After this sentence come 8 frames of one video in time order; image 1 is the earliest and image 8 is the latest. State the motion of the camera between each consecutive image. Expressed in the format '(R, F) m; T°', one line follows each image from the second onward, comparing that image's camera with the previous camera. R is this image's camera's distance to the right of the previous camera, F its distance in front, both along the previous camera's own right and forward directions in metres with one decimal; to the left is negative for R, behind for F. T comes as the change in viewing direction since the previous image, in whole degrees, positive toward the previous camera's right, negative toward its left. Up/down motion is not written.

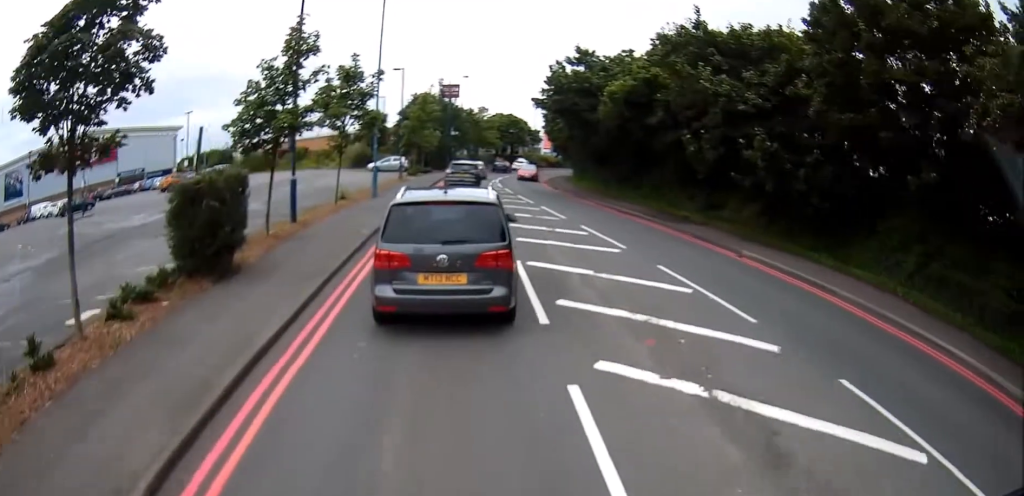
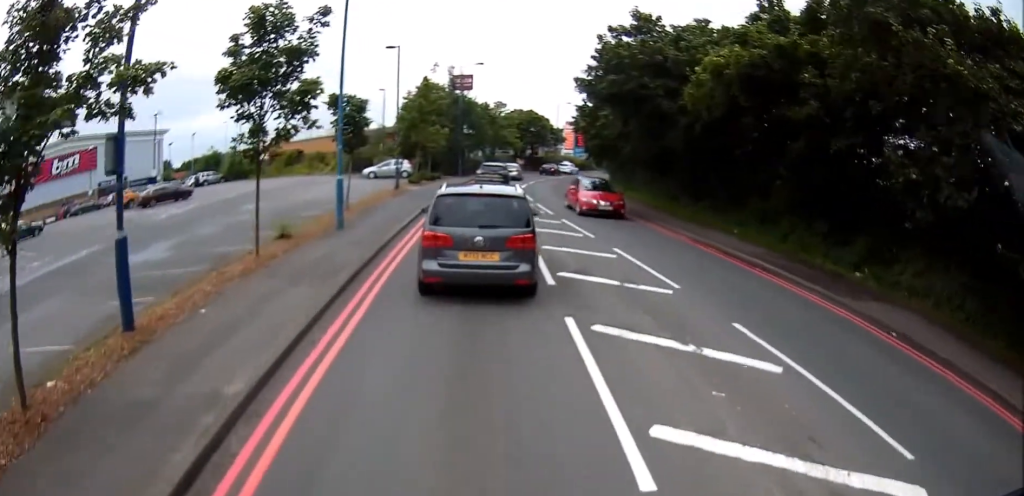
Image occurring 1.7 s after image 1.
(0.0, +10.2) m; 0°
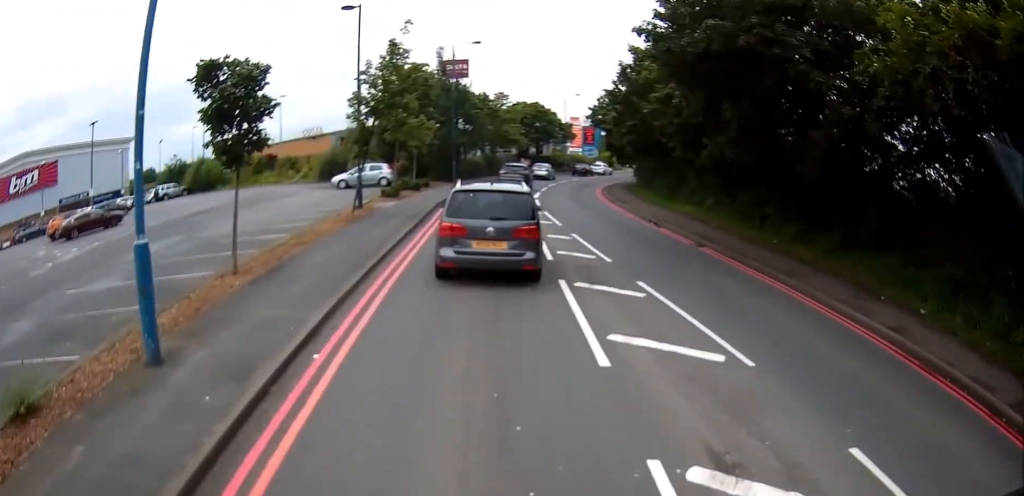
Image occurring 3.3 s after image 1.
(0.0, +9.9) m; -2°
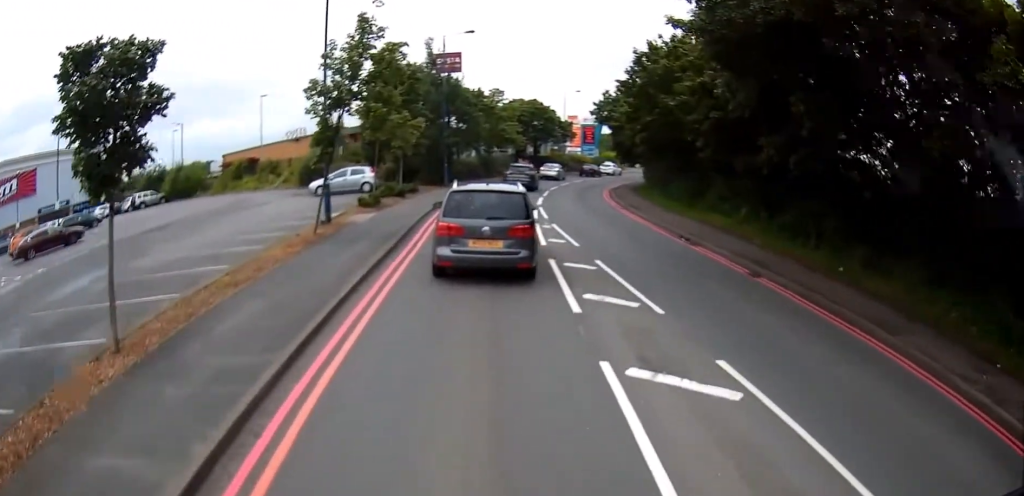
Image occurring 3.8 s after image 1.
(-0.1, +3.9) m; -1°
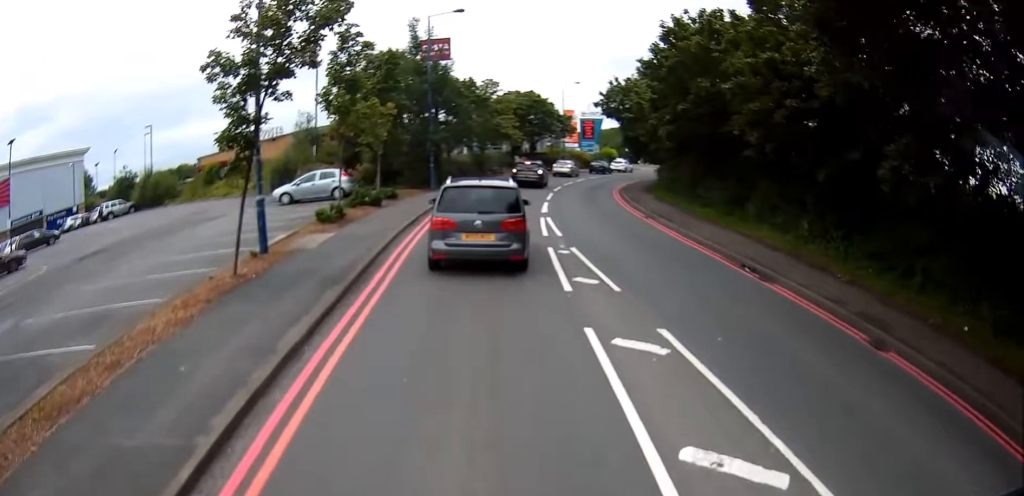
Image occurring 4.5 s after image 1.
(-0.2, +4.9) m; 0°
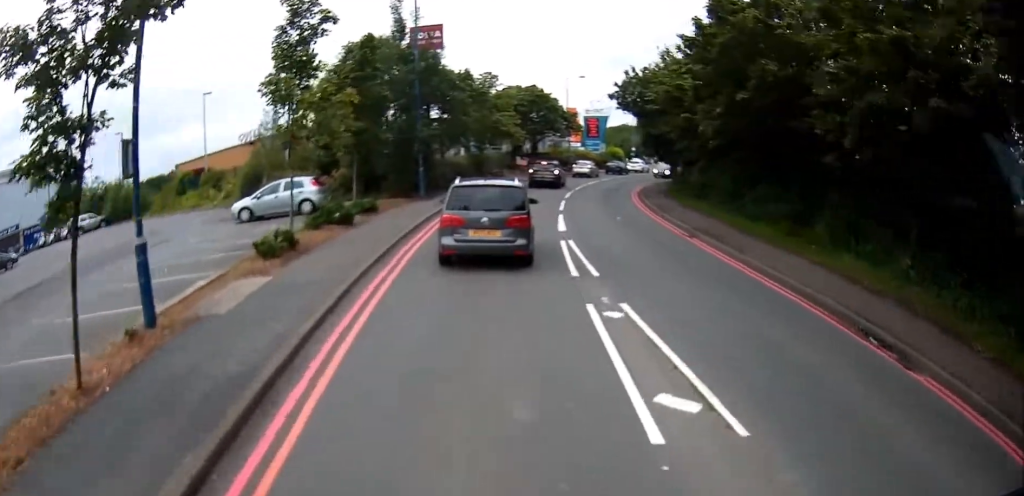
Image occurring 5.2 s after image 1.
(+0.2, +5.0) m; +1°
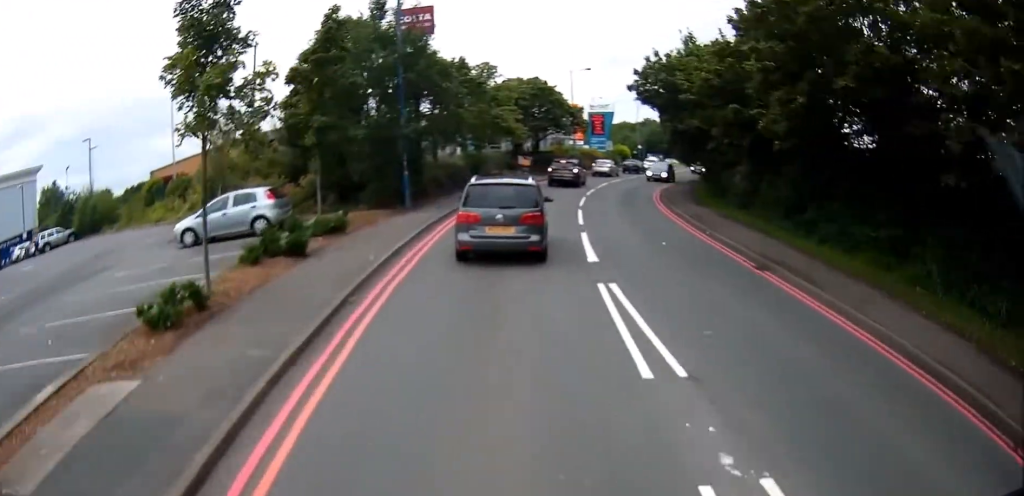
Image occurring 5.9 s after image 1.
(0.0, +4.9) m; +1°
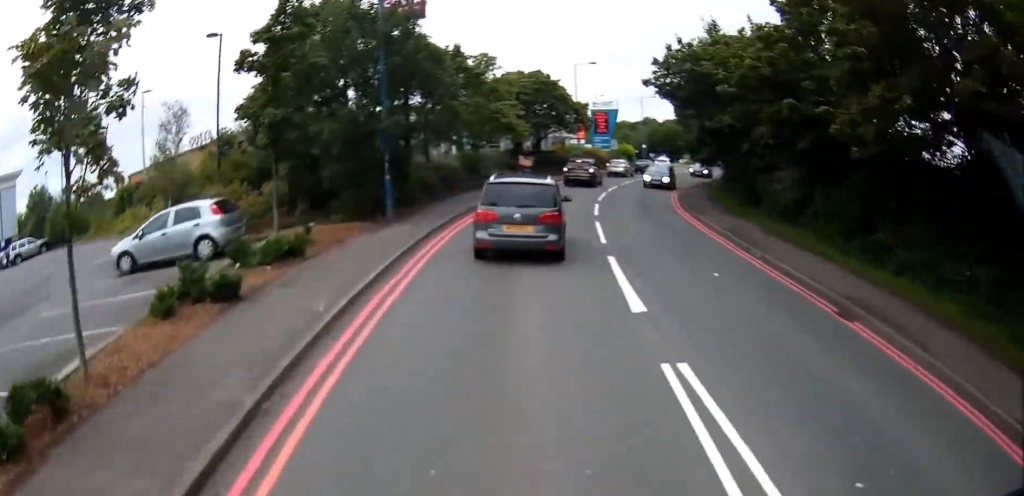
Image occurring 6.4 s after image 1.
(-0.1, +3.7) m; +1°
